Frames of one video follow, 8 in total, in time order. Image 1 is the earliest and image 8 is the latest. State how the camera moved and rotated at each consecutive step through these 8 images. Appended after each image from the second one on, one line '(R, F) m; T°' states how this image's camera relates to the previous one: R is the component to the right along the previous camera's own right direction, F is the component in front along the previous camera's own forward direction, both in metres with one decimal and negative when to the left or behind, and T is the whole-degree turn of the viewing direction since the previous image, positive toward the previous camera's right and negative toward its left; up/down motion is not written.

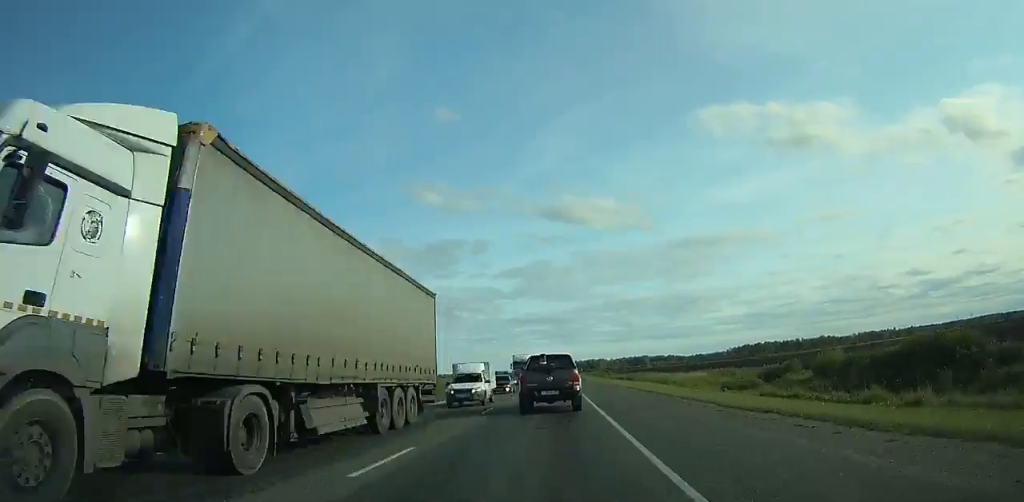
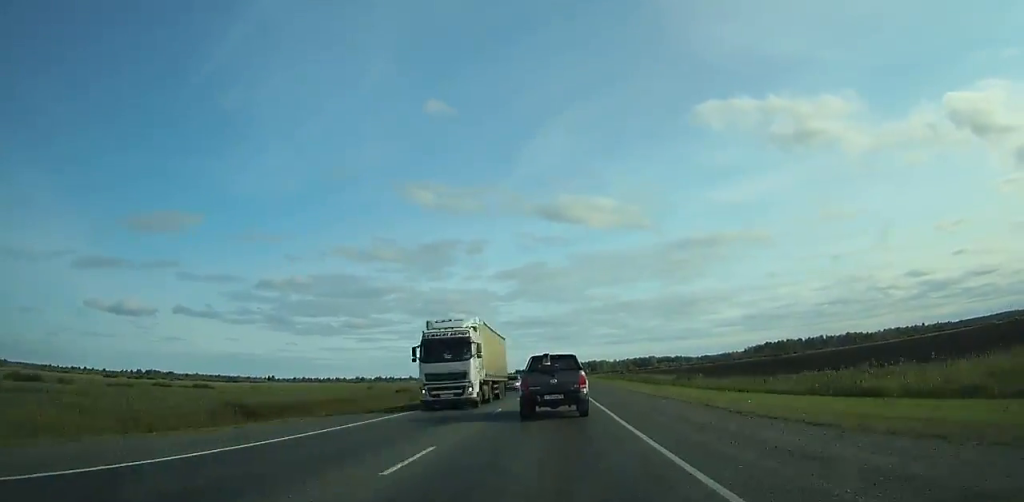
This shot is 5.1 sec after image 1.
(+0.2, +121.8) m; 0°
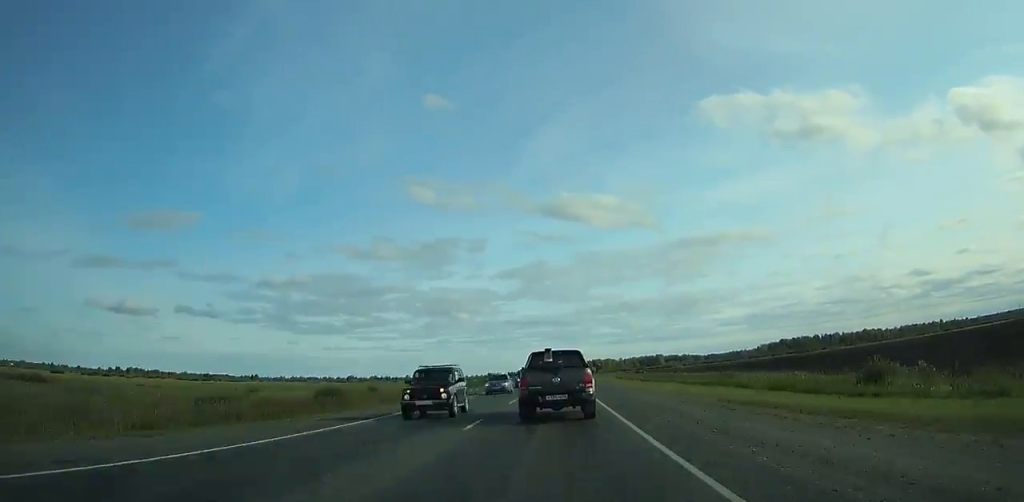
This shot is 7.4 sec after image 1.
(0.0, +53.9) m; 0°
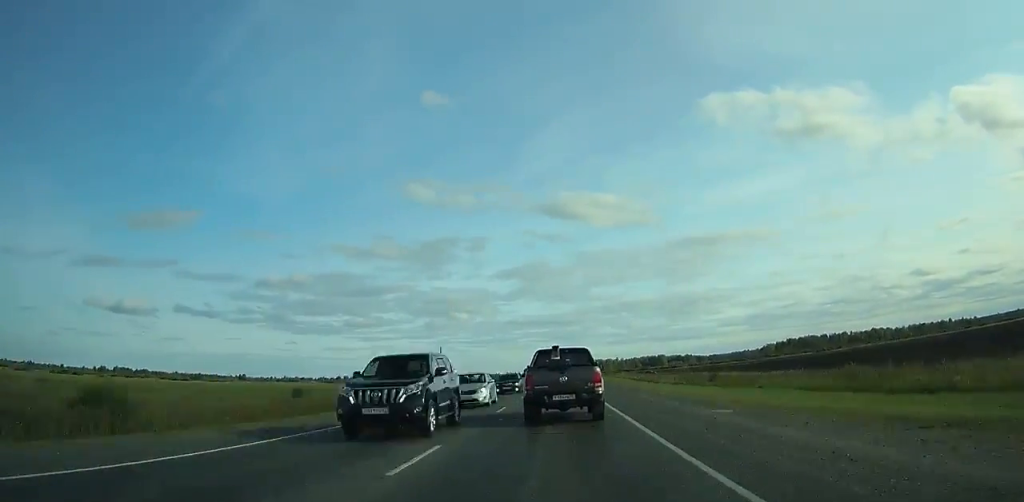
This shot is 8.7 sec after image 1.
(-0.1, +29.8) m; 0°
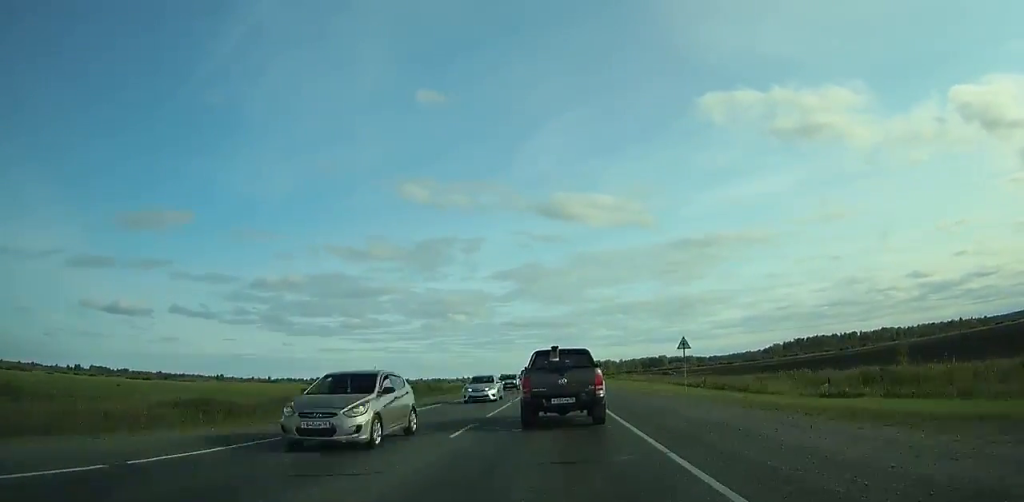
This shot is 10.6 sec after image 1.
(-0.1, +43.3) m; 0°
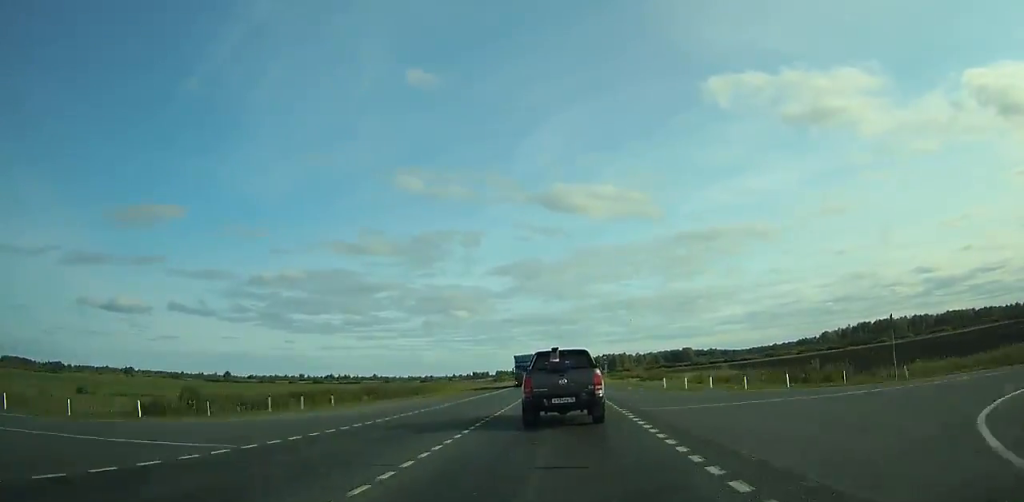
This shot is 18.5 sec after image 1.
(-0.3, +171.2) m; 0°
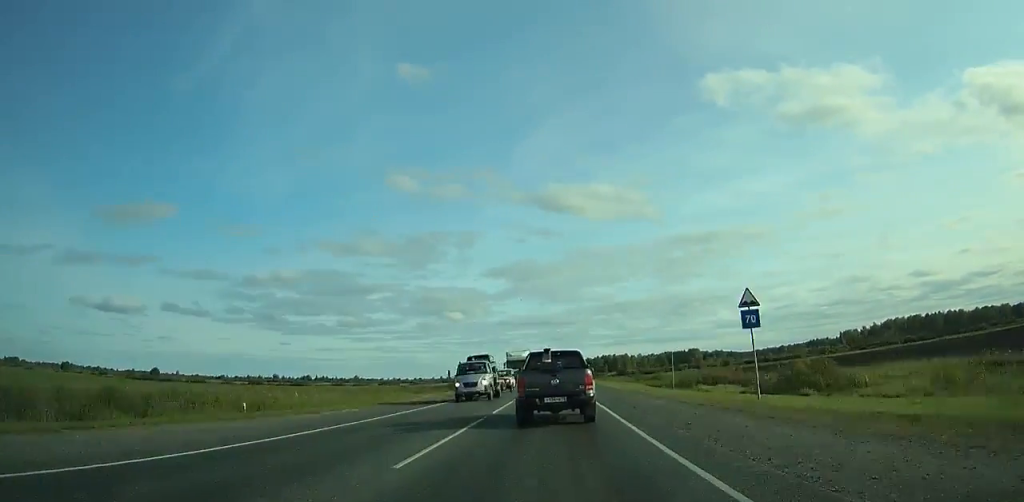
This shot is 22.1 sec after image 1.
(+0.1, +75.8) m; 0°
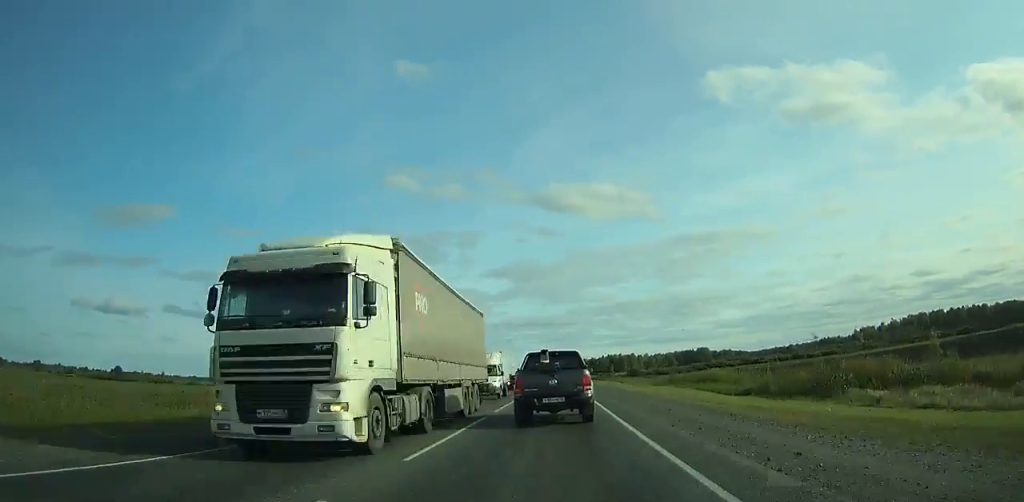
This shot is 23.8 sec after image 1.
(+0.1, +35.8) m; 0°
